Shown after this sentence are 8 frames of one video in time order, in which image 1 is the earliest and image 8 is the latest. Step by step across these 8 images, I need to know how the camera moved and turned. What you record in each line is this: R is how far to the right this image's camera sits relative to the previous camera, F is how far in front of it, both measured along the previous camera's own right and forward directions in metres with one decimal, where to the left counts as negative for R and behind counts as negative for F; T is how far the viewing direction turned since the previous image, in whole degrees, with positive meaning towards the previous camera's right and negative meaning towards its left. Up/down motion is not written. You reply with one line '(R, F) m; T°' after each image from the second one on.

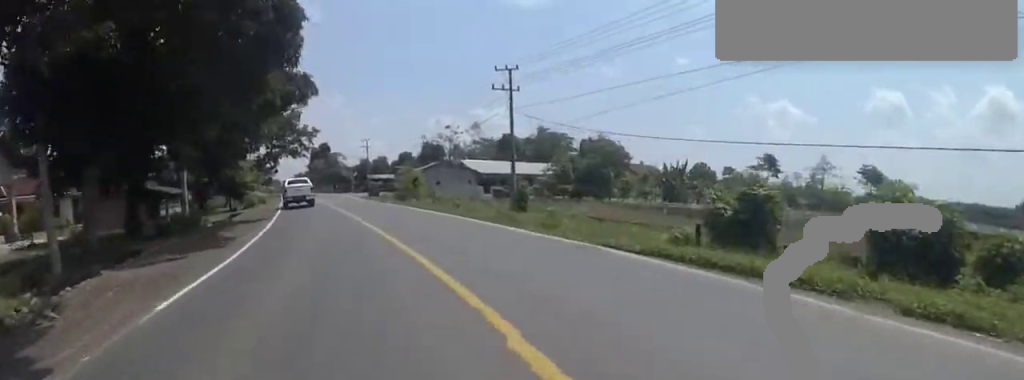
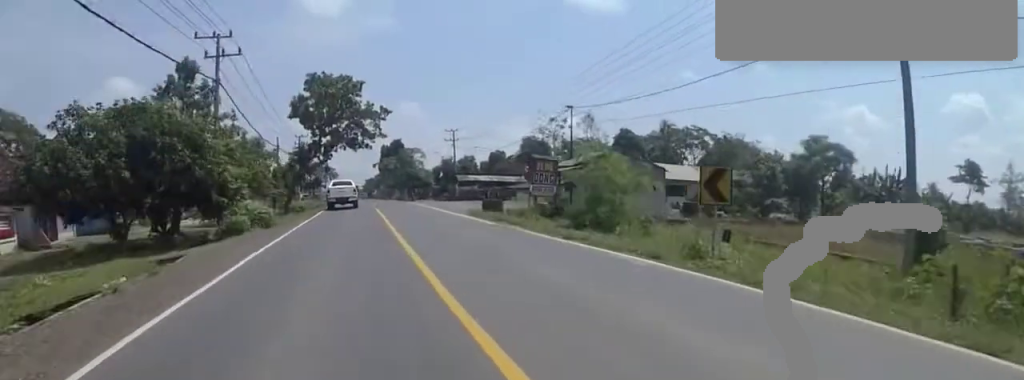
(-3.8, +26.4) m; -8°
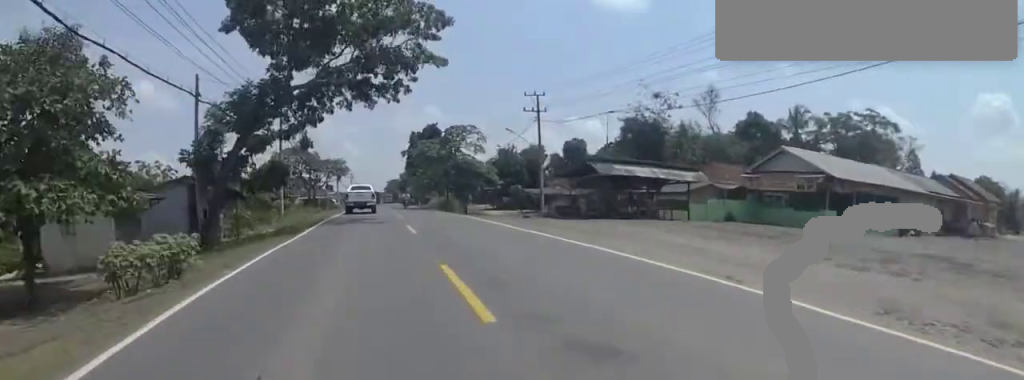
(+5.3, +32.2) m; -1°
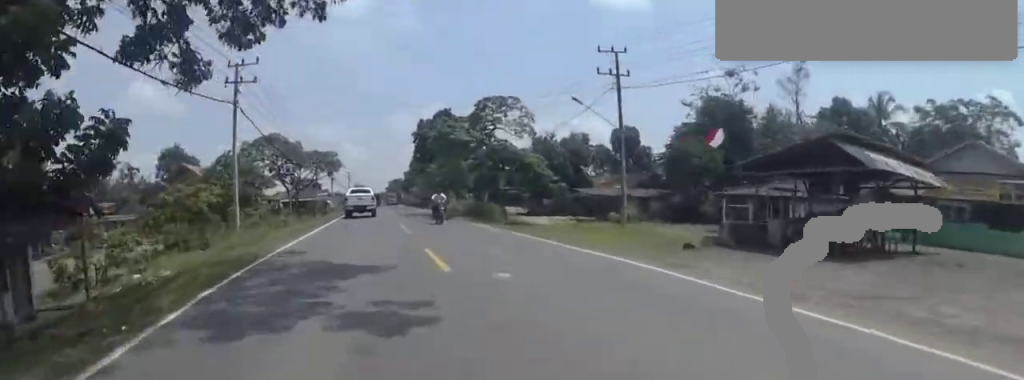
(-3.7, +14.0) m; -3°
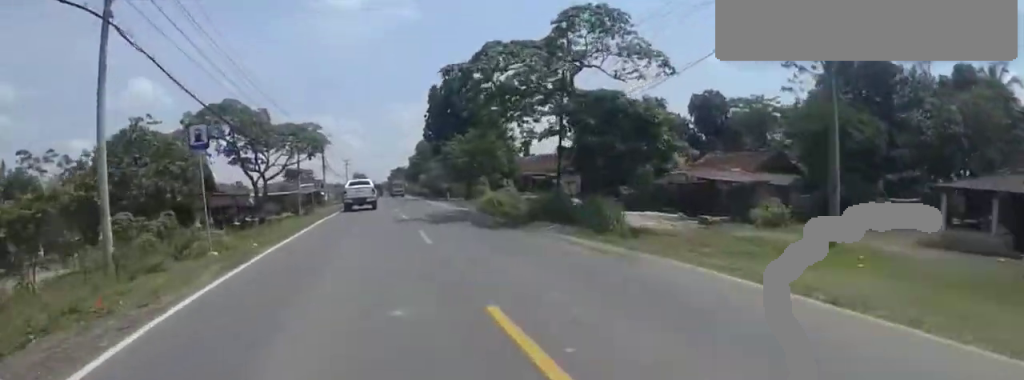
(+1.6, +17.2) m; +4°
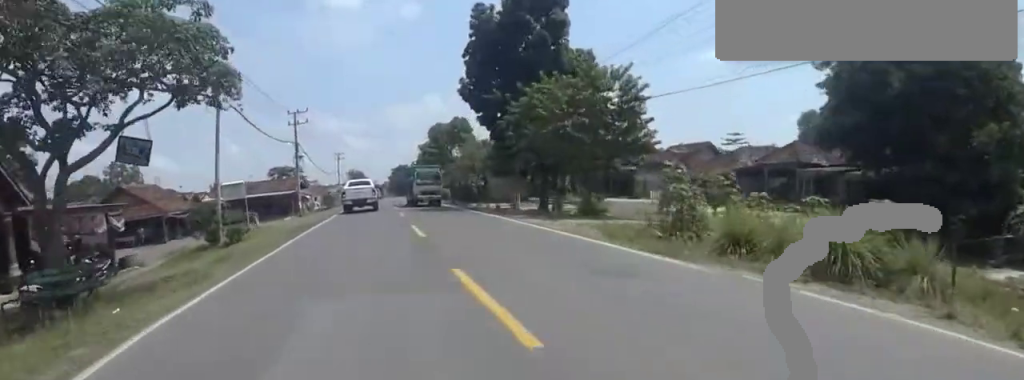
(+0.5, +26.4) m; +3°
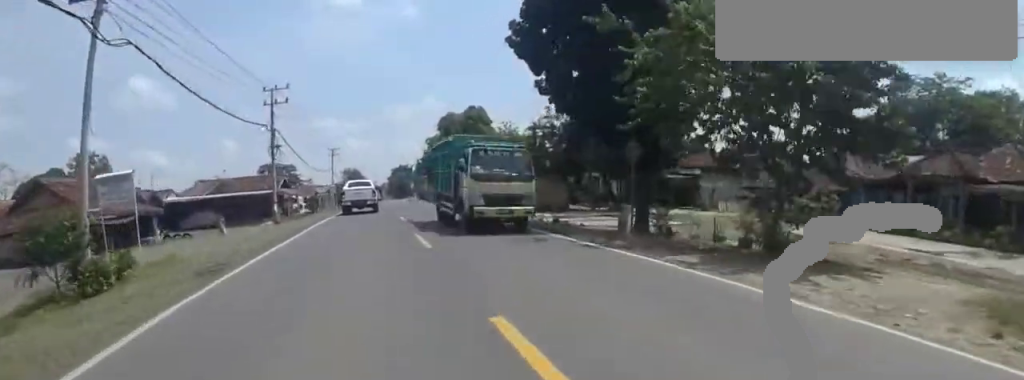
(+0.8, +10.9) m; +3°
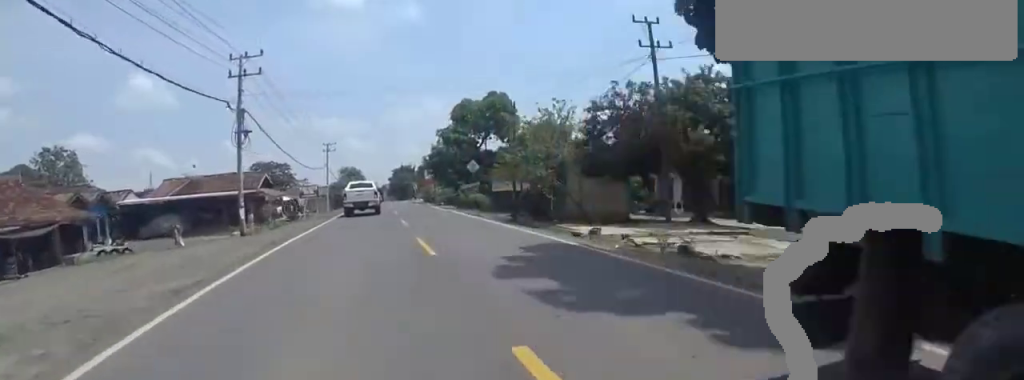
(+0.3, +9.7) m; +1°
